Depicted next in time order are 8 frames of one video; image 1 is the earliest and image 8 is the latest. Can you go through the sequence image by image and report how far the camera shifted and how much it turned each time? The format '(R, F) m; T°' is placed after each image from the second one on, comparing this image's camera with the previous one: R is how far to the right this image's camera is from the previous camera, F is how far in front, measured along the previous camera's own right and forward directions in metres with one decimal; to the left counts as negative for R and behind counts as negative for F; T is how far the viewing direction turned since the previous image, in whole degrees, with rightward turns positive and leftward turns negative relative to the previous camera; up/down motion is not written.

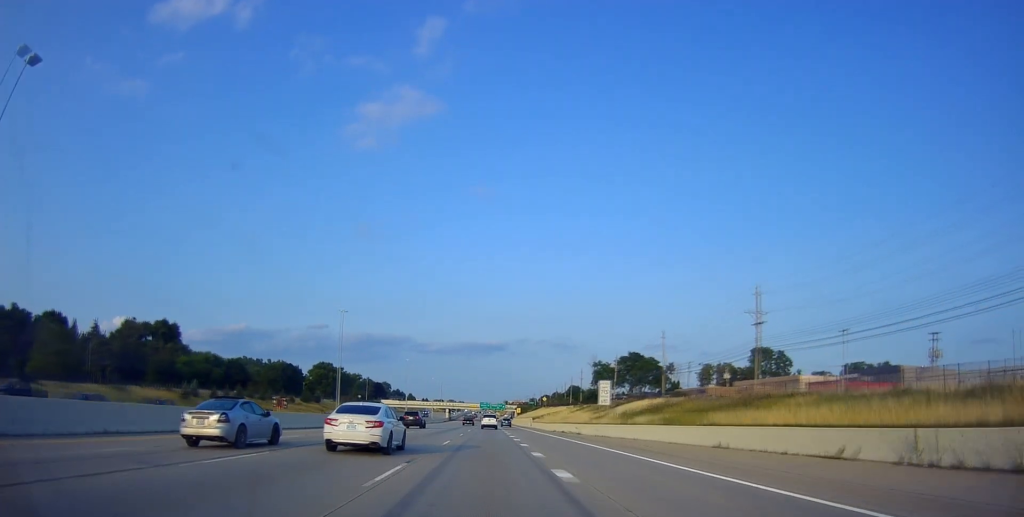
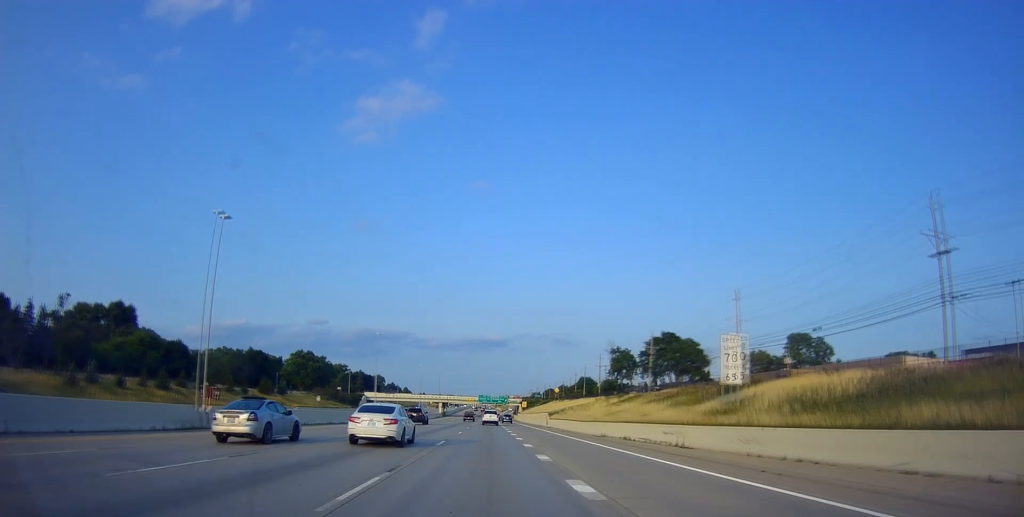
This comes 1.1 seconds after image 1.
(-0.3, +32.9) m; -1°
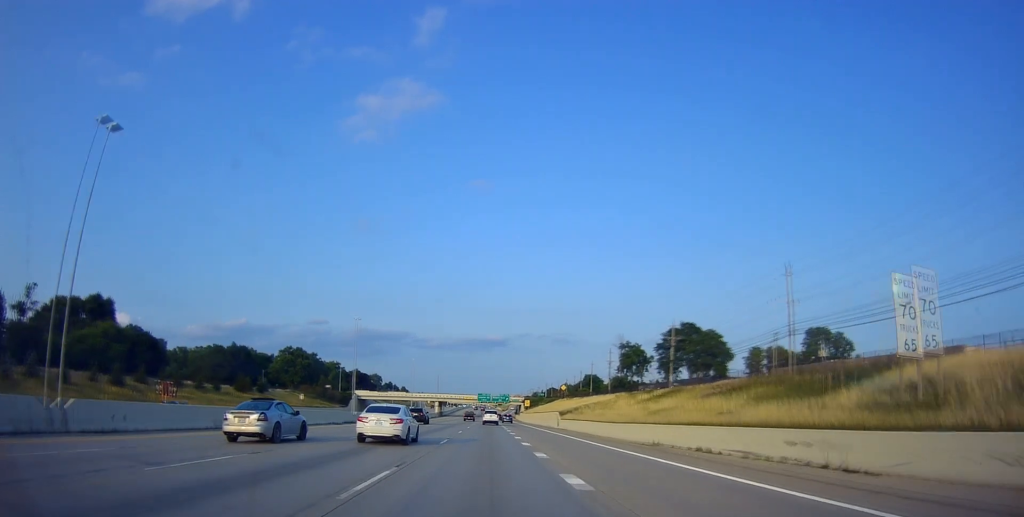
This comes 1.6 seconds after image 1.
(-0.1, +14.0) m; -1°
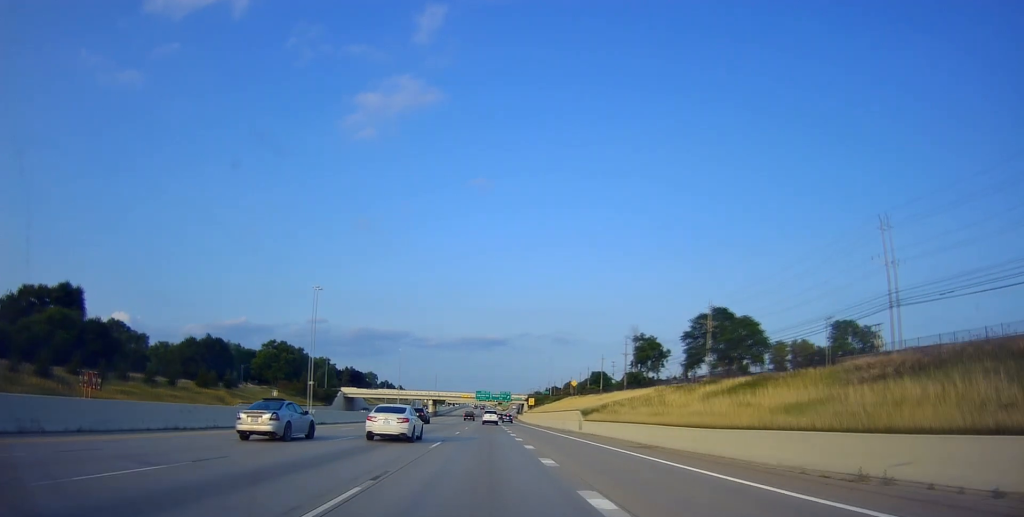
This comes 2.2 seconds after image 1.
(+0.1, +18.0) m; -1°
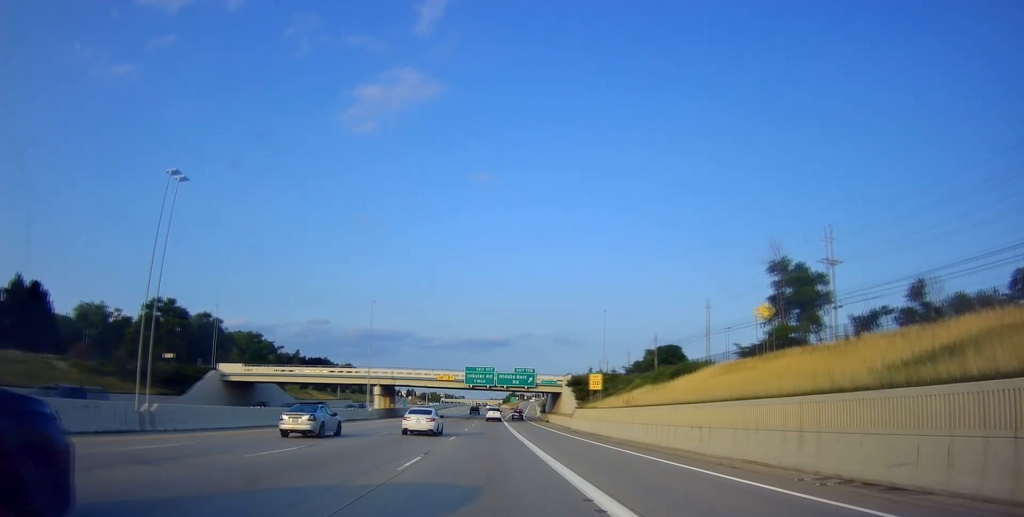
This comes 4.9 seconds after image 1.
(+1.2, +84.0) m; +2°
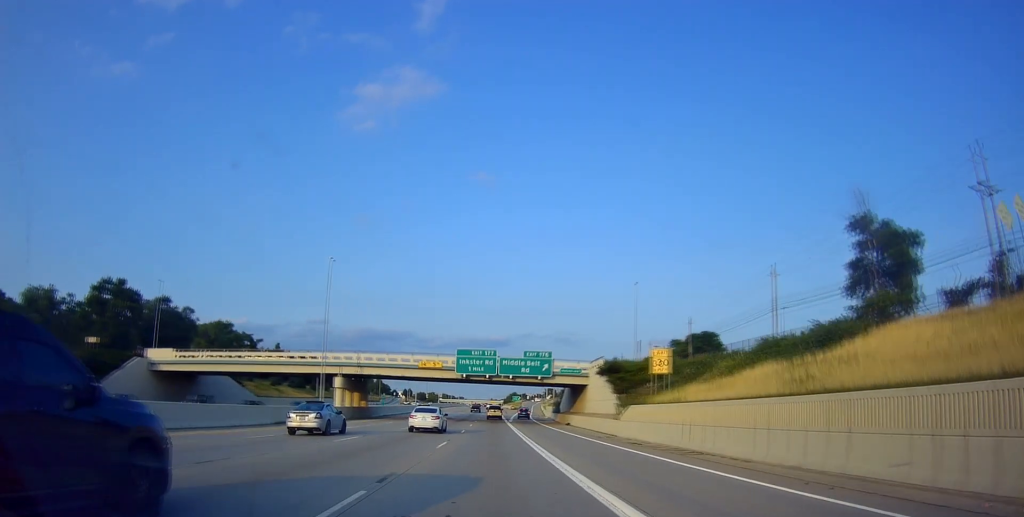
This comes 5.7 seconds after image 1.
(0.0, +22.3) m; 0°
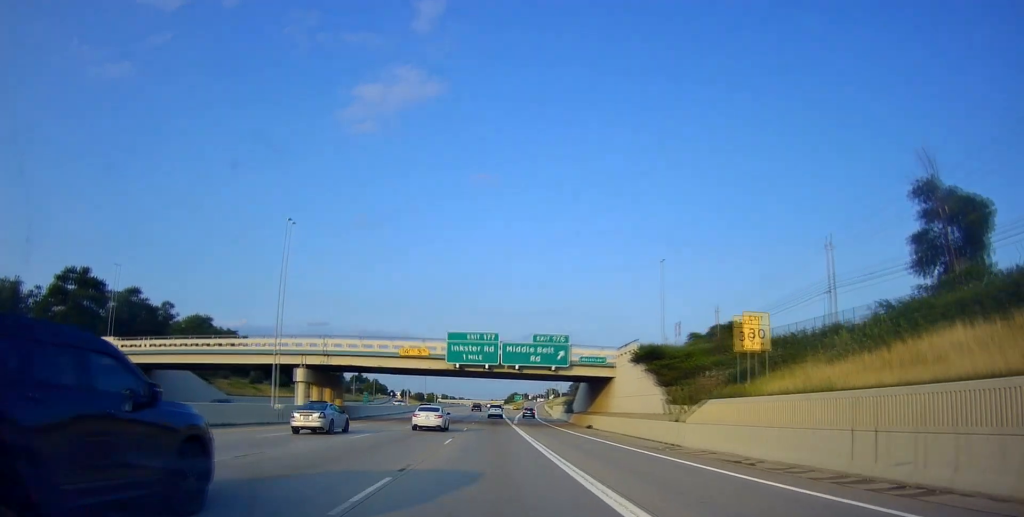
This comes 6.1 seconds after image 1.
(-0.1, +13.2) m; 0°
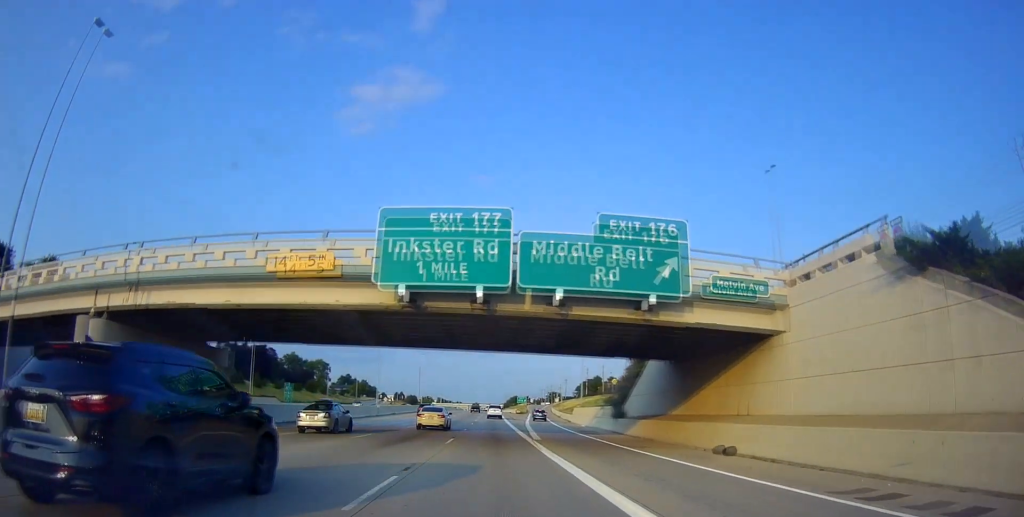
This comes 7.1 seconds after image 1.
(-0.1, +29.7) m; -1°
